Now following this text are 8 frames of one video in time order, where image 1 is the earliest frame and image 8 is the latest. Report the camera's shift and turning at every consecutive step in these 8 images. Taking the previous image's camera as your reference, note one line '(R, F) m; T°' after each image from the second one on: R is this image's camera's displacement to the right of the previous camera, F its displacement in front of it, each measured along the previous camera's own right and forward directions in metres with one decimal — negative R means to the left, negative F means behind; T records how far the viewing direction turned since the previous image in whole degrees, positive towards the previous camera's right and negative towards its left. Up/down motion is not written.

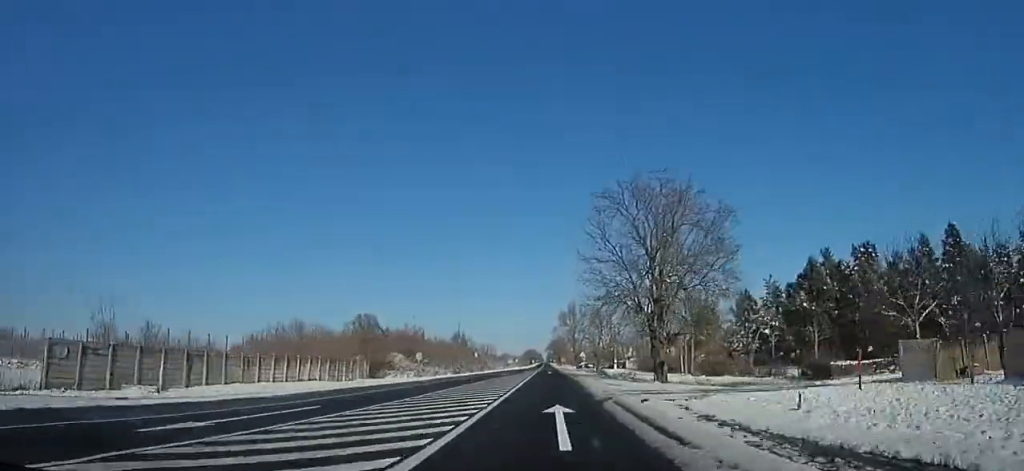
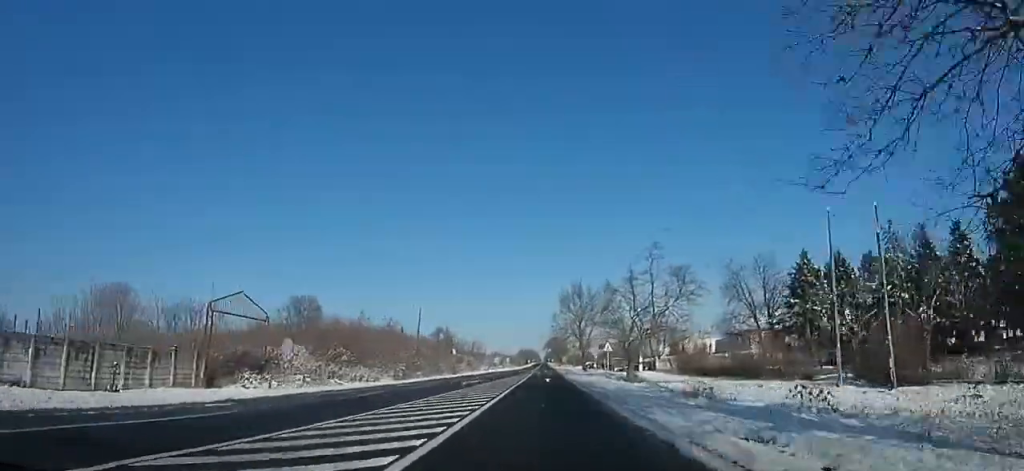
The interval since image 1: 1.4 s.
(+0.1, +28.1) m; 0°
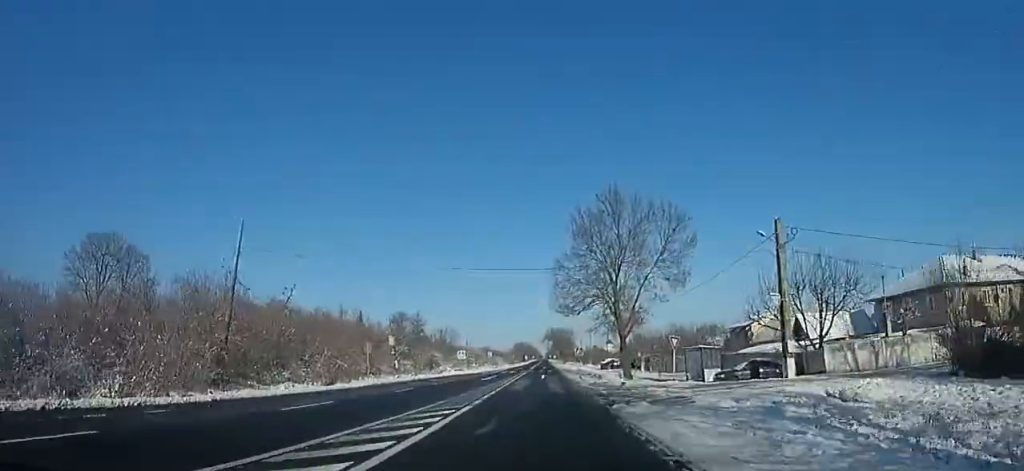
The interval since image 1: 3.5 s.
(-0.5, +42.2) m; +1°
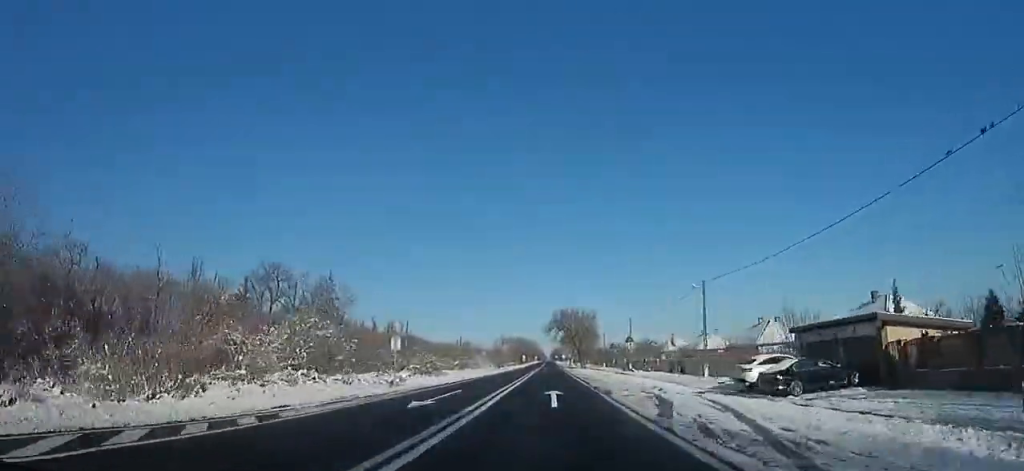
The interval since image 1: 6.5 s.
(+0.5, +60.3) m; -1°
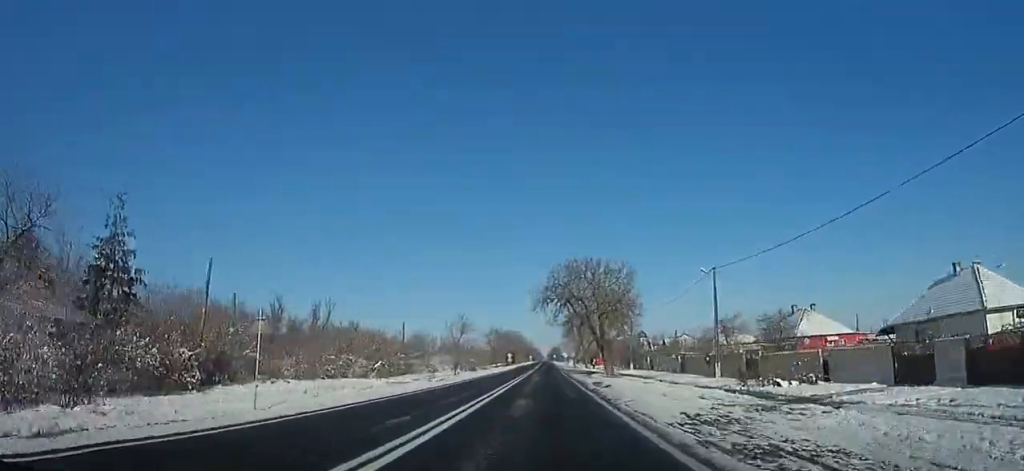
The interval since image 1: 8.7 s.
(-0.5, +43.5) m; 0°
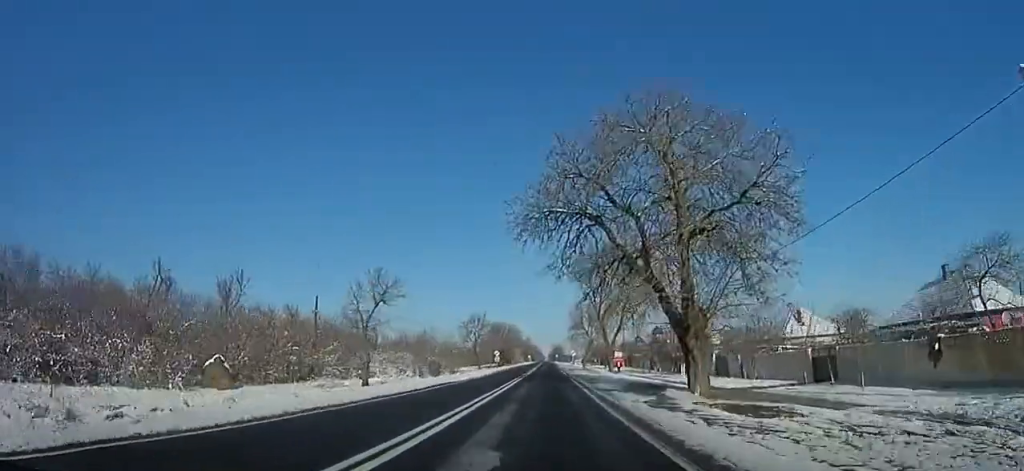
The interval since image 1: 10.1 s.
(+0.1, +28.7) m; +1°
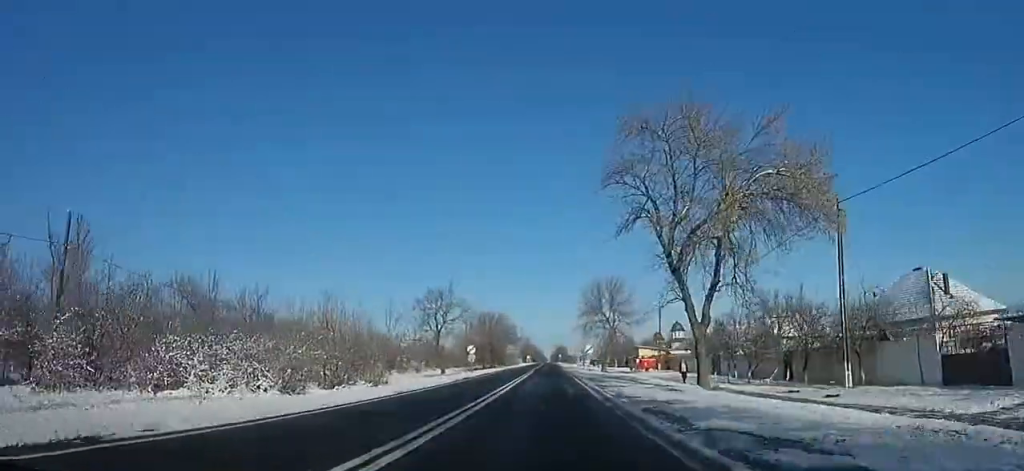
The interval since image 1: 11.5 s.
(+0.2, +27.4) m; 0°
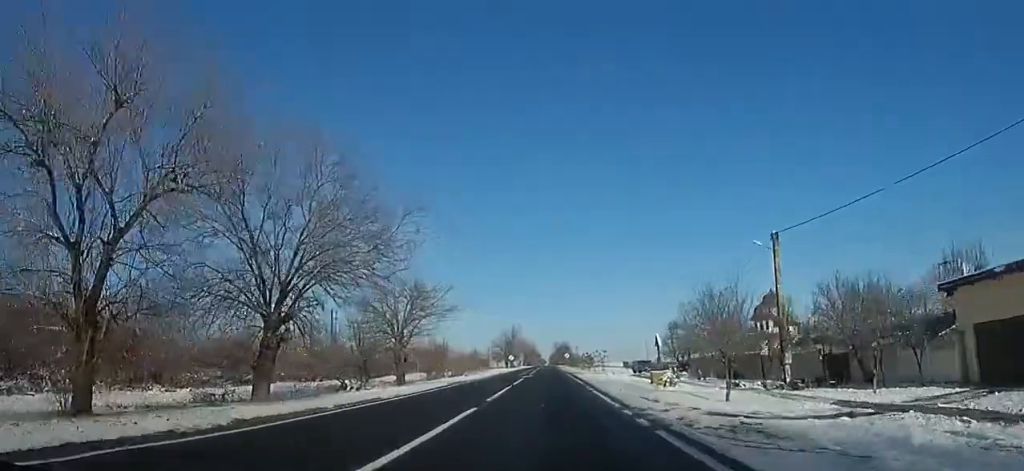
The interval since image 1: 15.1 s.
(-0.8, +72.6) m; -1°
